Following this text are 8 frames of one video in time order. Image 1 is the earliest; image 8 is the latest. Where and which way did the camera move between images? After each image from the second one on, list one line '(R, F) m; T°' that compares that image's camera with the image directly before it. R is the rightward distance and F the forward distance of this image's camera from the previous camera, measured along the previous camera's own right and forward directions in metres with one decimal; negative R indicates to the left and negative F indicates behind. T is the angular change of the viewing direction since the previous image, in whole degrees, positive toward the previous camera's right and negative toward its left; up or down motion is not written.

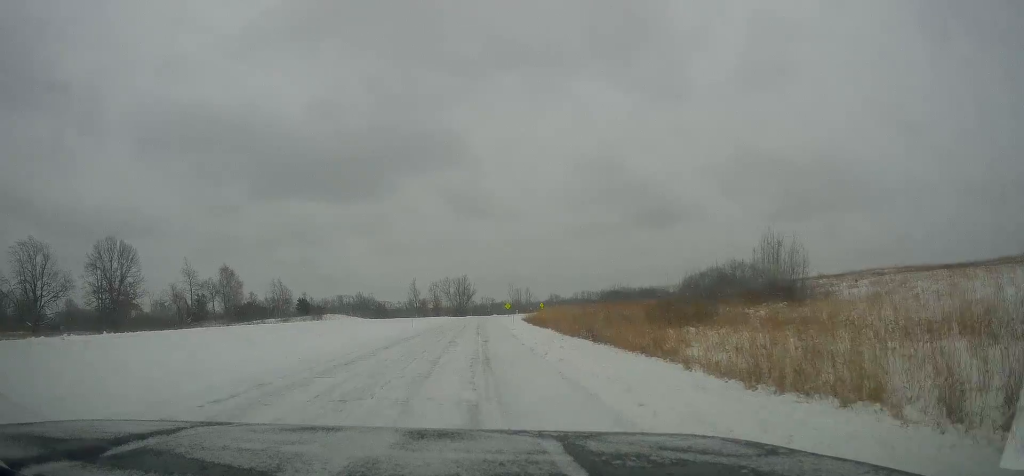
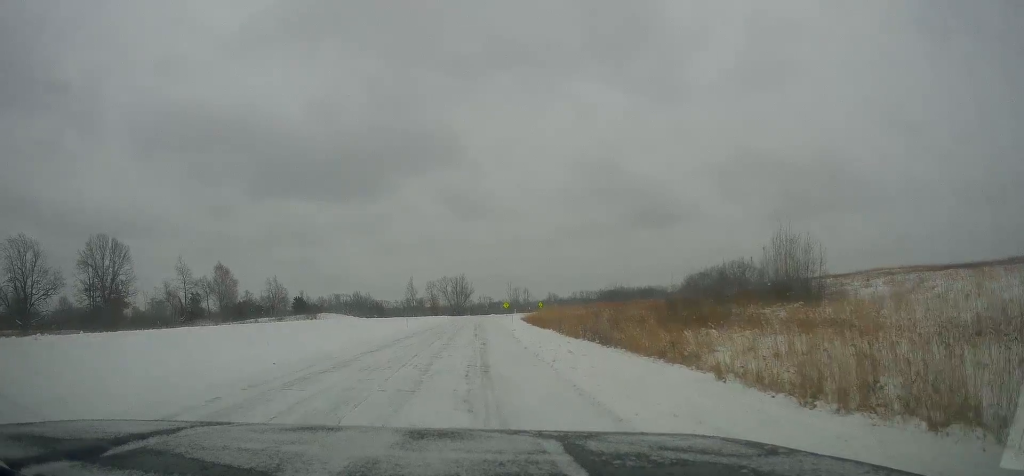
(0.0, +2.4) m; -2°
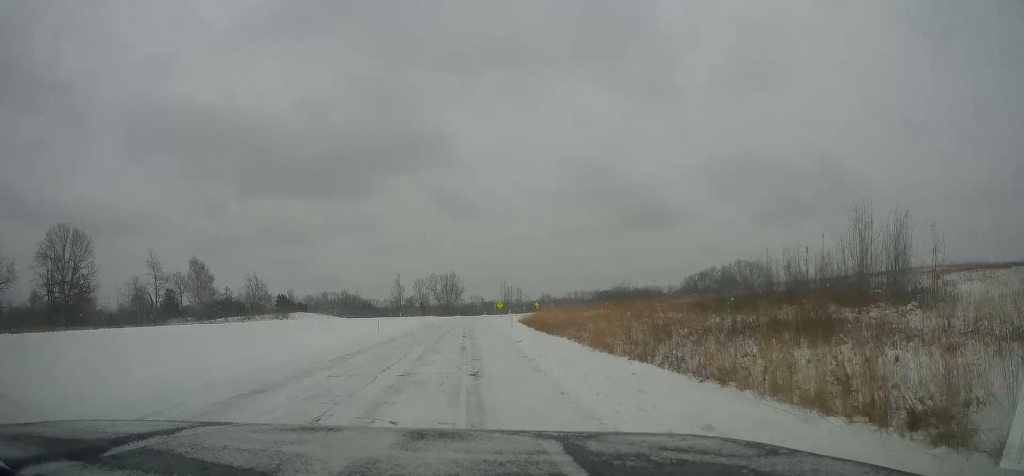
(+0.3, +11.6) m; +8°
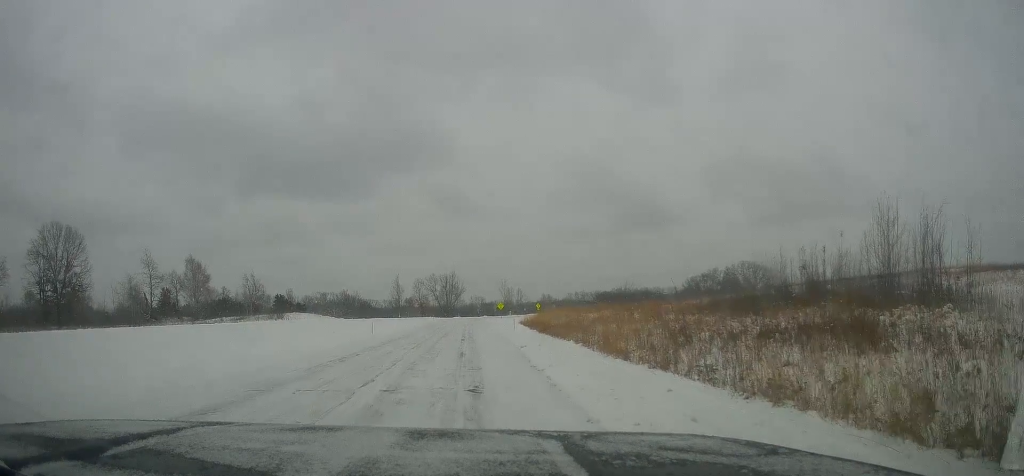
(0.0, +2.4) m; 0°
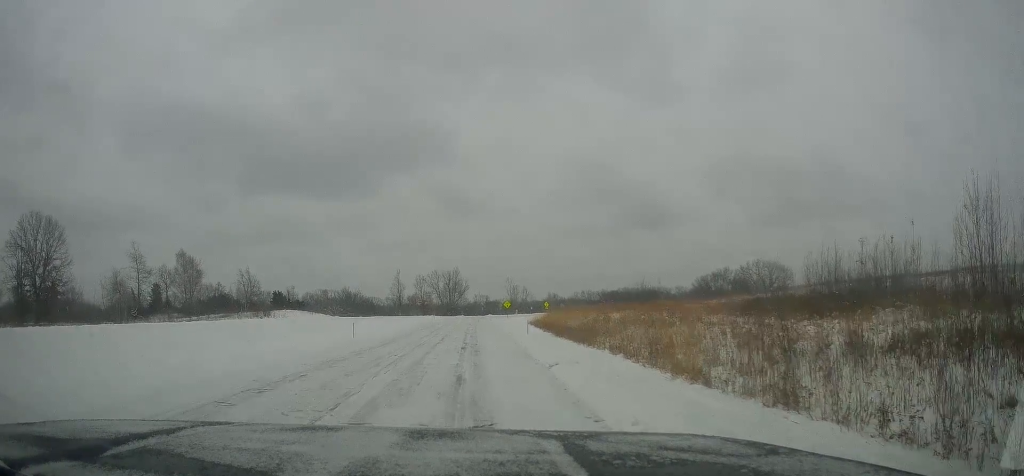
(0.0, +7.2) m; -1°
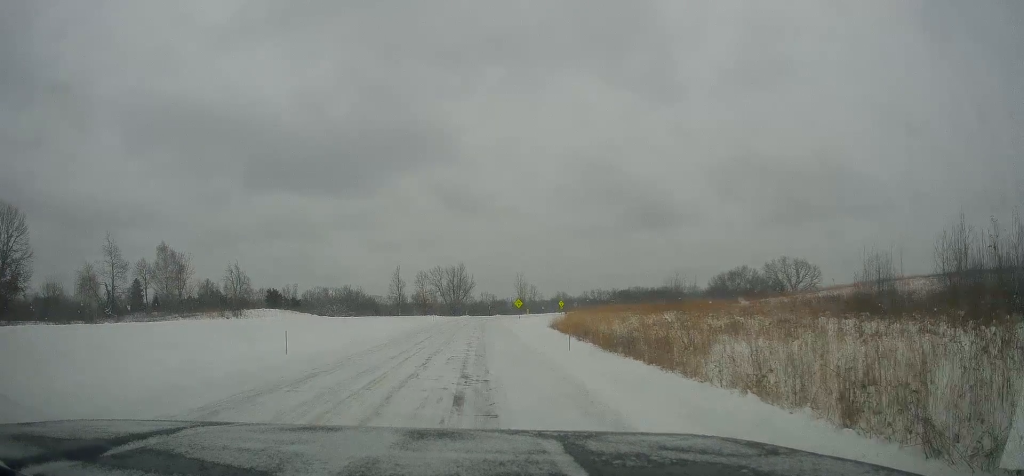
(-1.3, +12.6) m; -6°
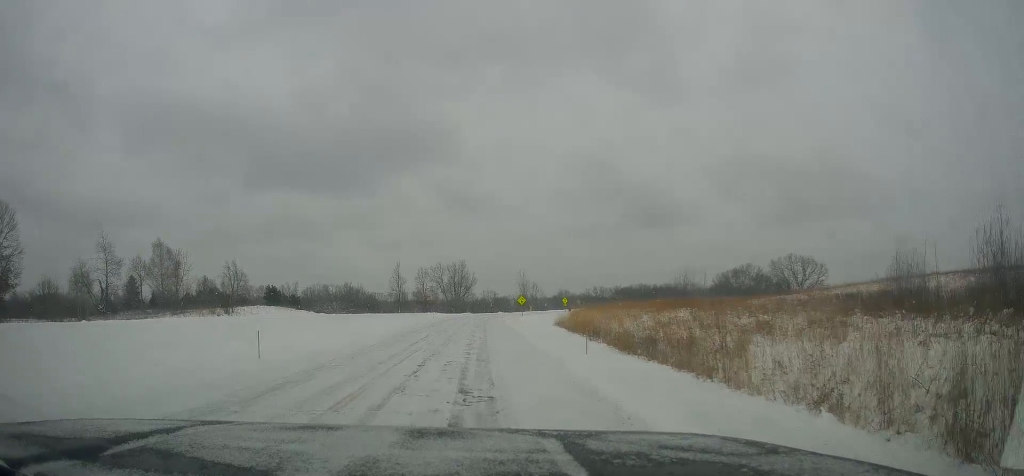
(+0.2, +2.8) m; +2°
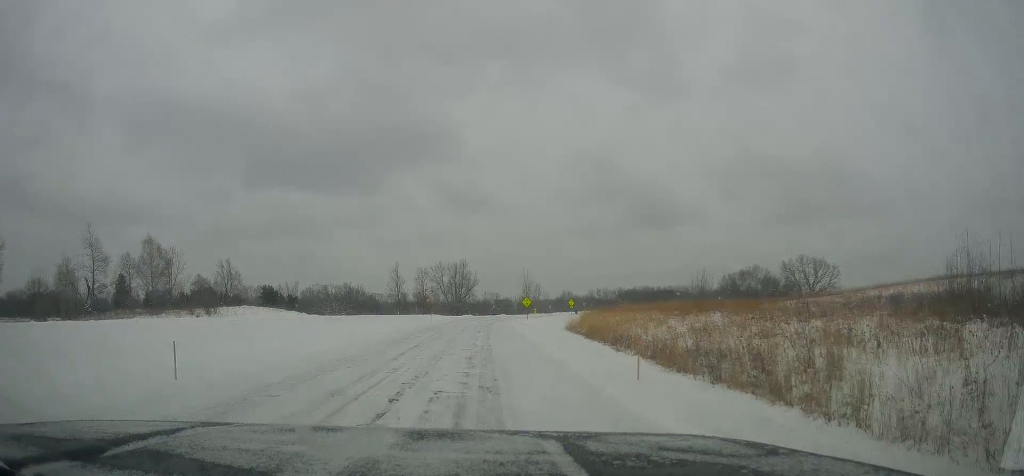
(+0.3, +5.3) m; +4°
